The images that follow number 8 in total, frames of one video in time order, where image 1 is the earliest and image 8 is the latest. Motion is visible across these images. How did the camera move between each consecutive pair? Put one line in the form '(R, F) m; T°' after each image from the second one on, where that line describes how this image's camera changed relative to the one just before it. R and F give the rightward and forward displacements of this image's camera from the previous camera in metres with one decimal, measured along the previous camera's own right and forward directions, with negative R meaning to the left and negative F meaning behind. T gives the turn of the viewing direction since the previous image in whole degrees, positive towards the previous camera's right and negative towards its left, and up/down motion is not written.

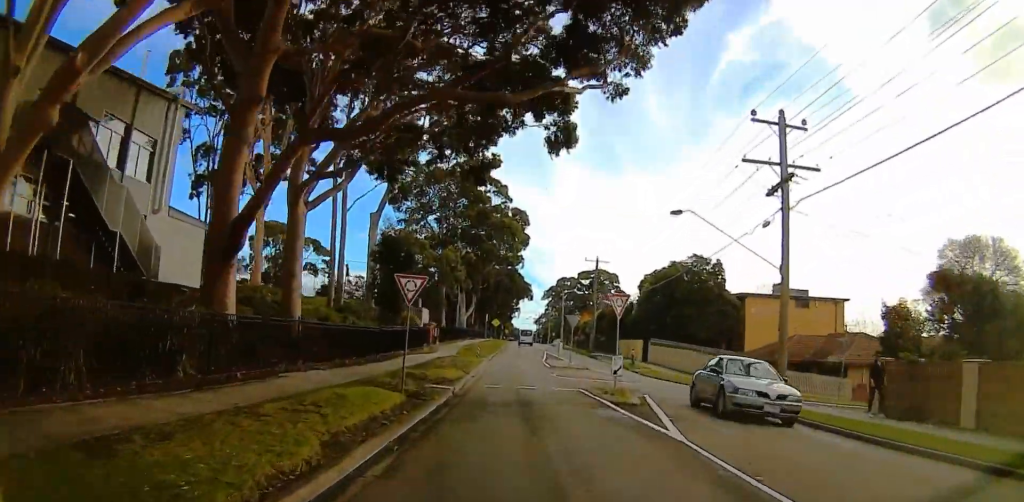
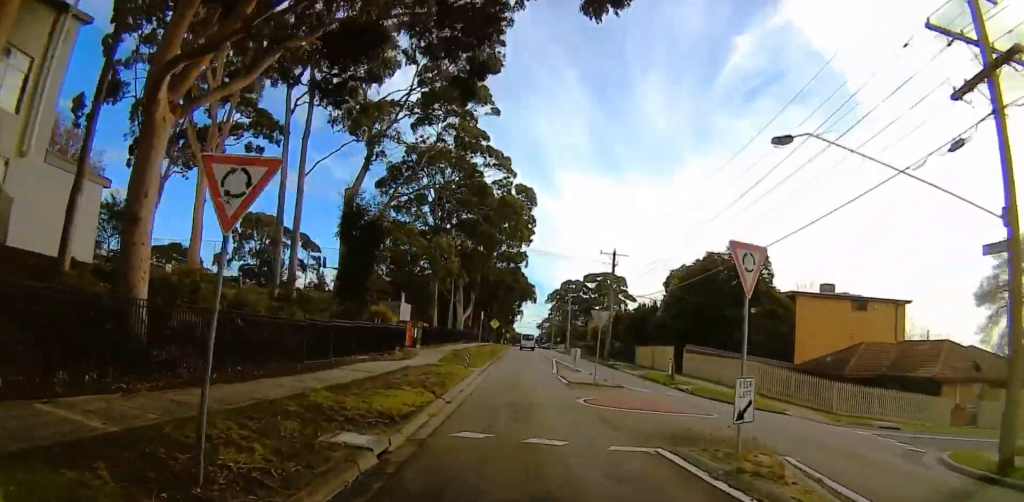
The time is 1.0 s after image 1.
(-1.5, +10.7) m; -9°
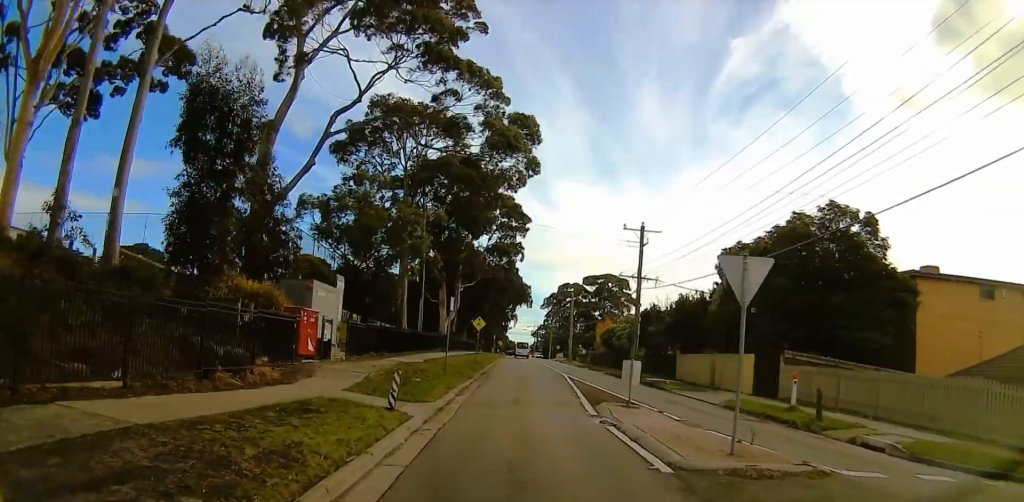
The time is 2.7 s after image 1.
(-0.1, +16.7) m; -6°
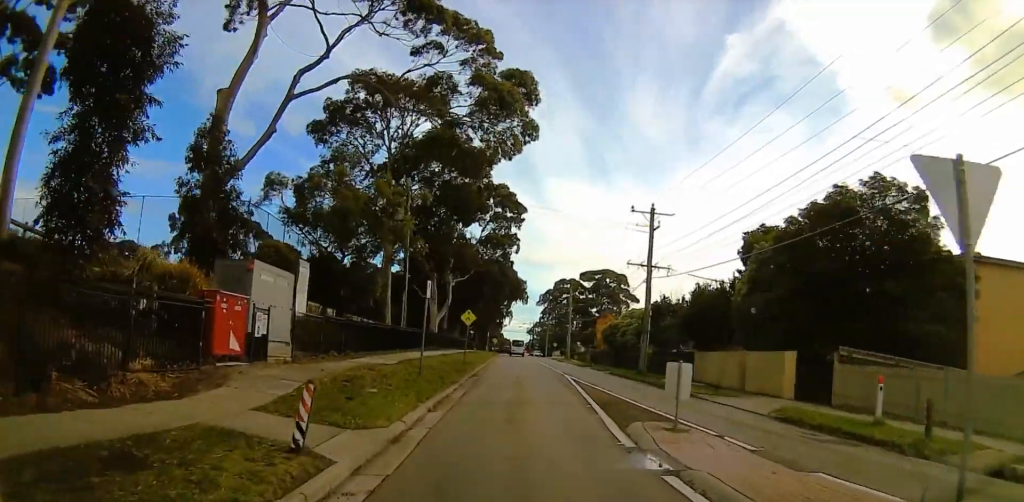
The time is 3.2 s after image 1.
(+0.1, +4.9) m; -3°
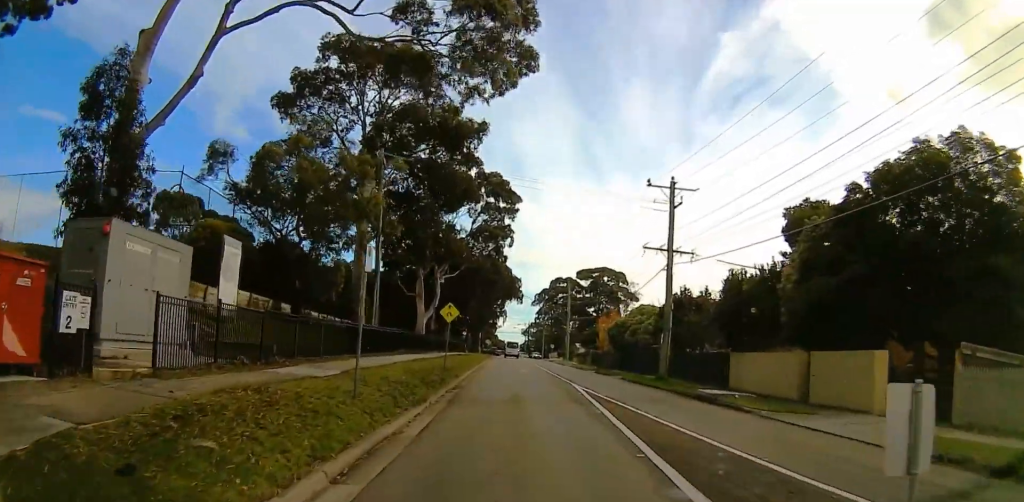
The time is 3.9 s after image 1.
(-1.0, +6.5) m; +3°
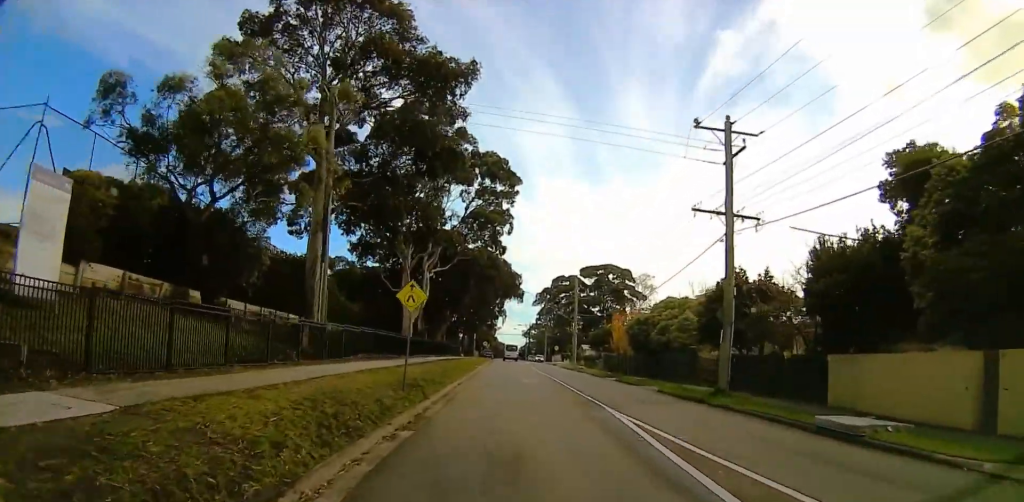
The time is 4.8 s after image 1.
(+1.2, +8.9) m; +9°
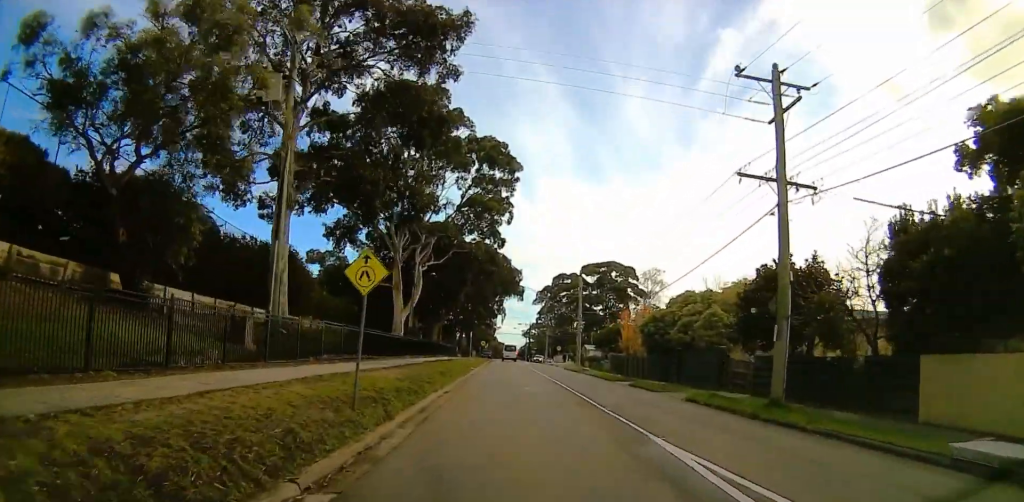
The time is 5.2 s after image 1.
(+0.3, +4.8) m; +3°
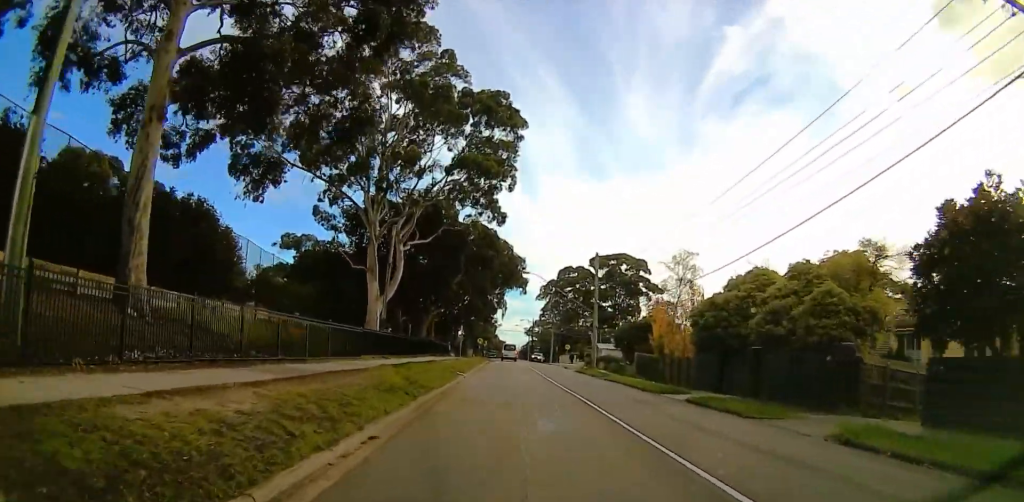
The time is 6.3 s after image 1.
(-0.2, +11.2) m; -1°
